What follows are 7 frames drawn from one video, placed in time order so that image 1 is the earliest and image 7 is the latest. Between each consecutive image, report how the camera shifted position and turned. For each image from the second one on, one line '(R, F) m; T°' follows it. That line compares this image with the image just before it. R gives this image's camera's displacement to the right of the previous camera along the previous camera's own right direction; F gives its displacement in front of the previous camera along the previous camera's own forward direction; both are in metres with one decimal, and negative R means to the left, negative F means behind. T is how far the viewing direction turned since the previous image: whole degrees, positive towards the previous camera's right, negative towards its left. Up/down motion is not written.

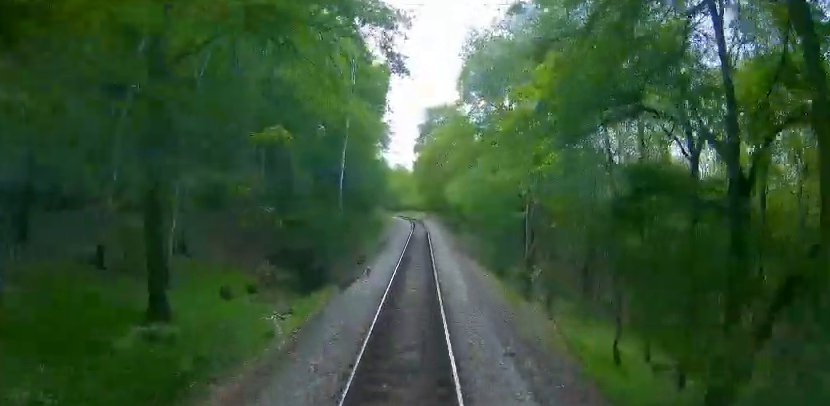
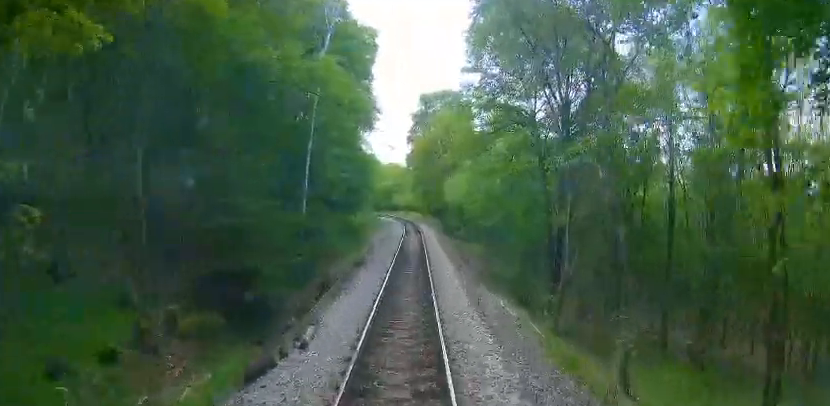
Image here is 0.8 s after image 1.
(+0.1, +9.8) m; 0°
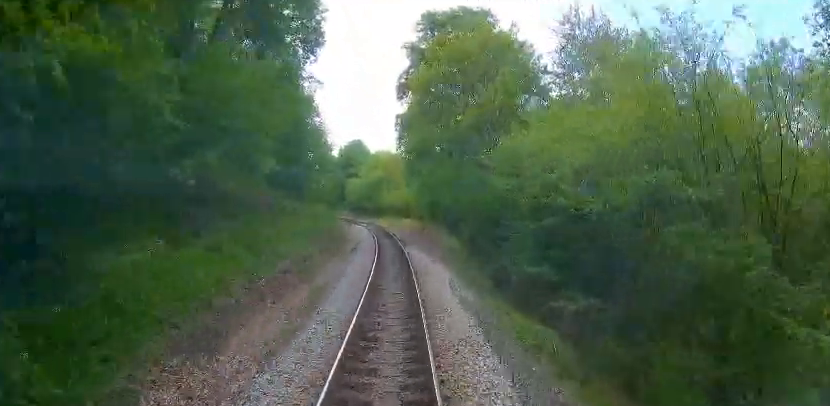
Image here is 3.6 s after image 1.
(-0.5, +33.7) m; -1°
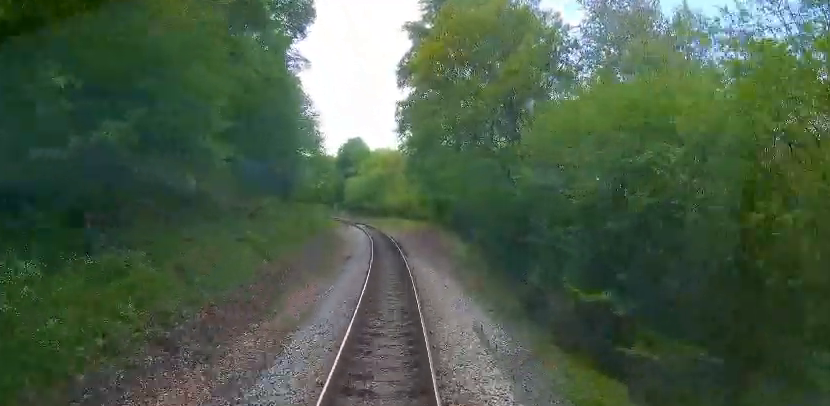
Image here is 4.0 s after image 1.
(-0.3, +4.7) m; -1°
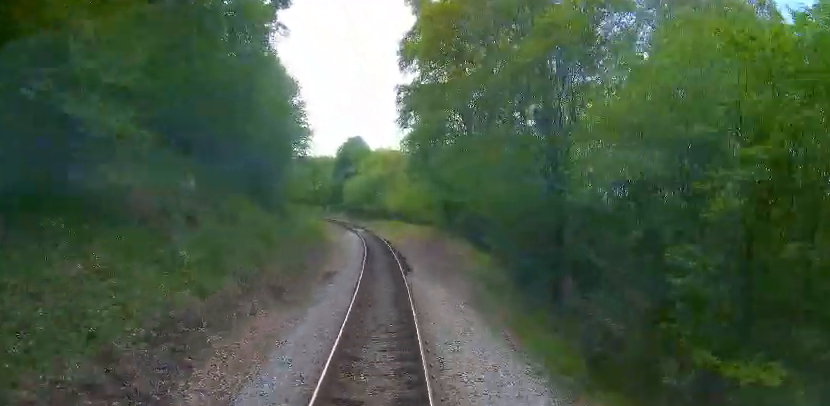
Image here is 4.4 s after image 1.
(-0.2, +5.5) m; -2°
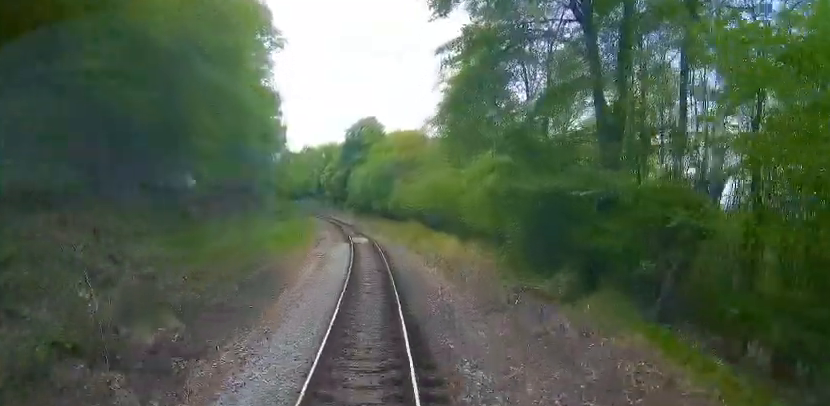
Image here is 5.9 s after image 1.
(-0.1, +16.9) m; -2°
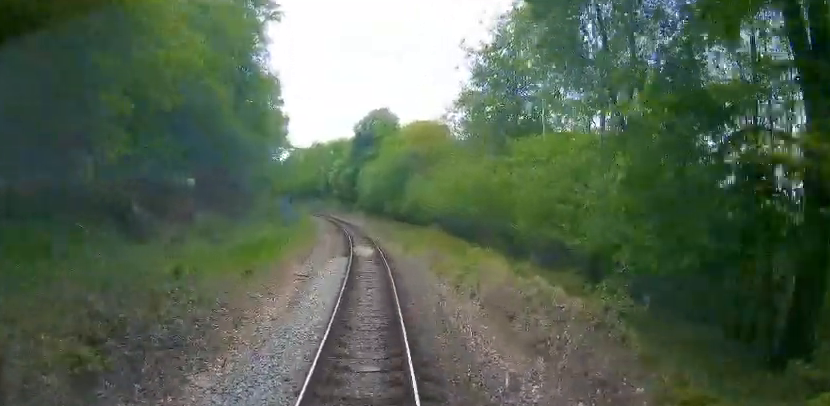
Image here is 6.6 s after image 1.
(0.0, +6.9) m; -2°
